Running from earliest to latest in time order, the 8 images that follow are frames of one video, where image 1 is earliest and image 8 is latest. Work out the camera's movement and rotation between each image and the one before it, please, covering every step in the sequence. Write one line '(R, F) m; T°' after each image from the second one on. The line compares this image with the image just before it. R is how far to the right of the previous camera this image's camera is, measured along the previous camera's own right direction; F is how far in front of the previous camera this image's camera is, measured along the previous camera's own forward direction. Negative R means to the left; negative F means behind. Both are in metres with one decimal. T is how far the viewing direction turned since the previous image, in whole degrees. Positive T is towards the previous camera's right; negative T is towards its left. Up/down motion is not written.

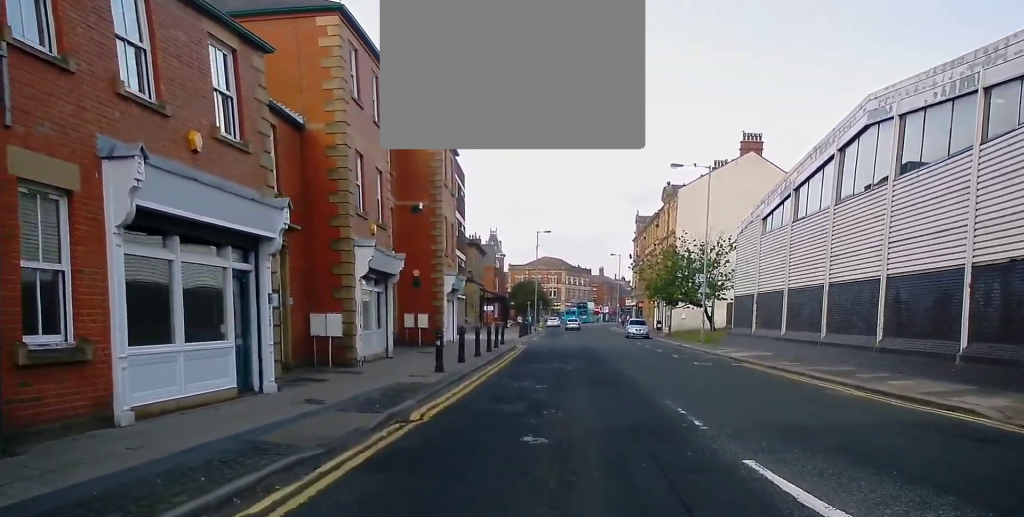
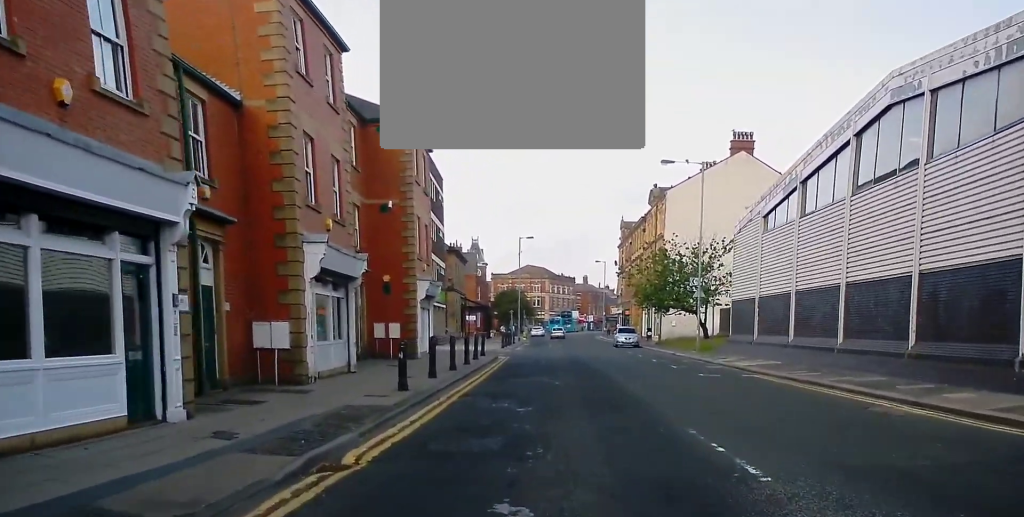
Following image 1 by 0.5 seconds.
(+0.1, +3.1) m; +3°
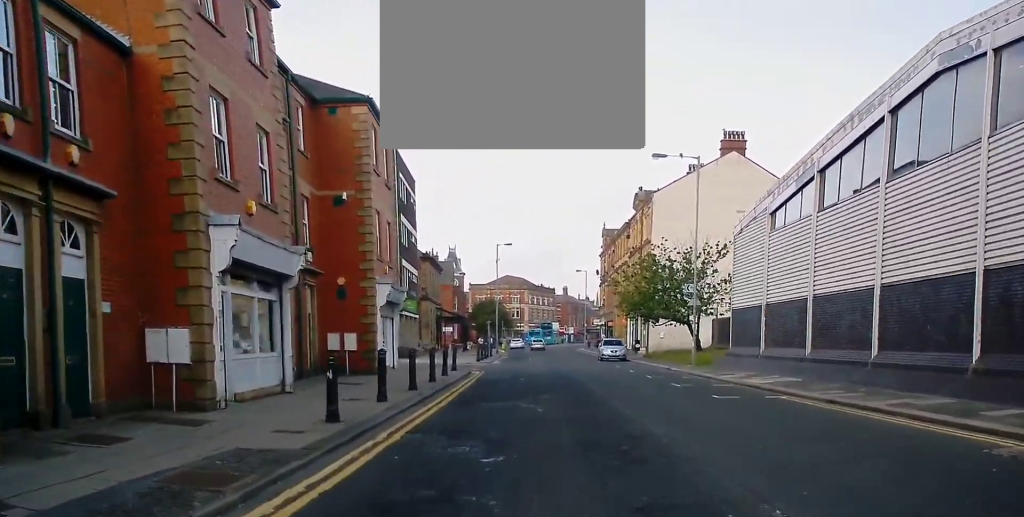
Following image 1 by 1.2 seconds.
(+0.1, +4.2) m; +1°
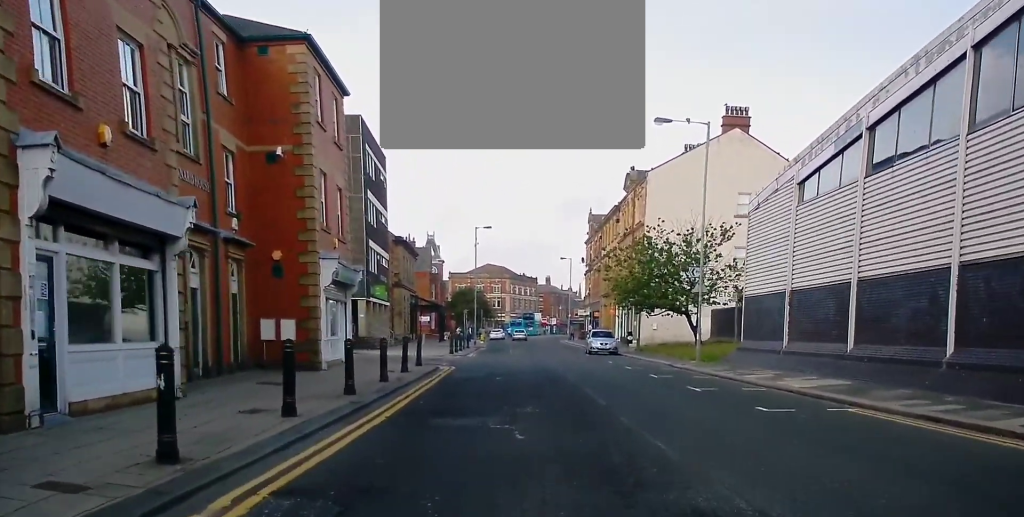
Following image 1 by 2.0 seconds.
(0.0, +5.1) m; -1°
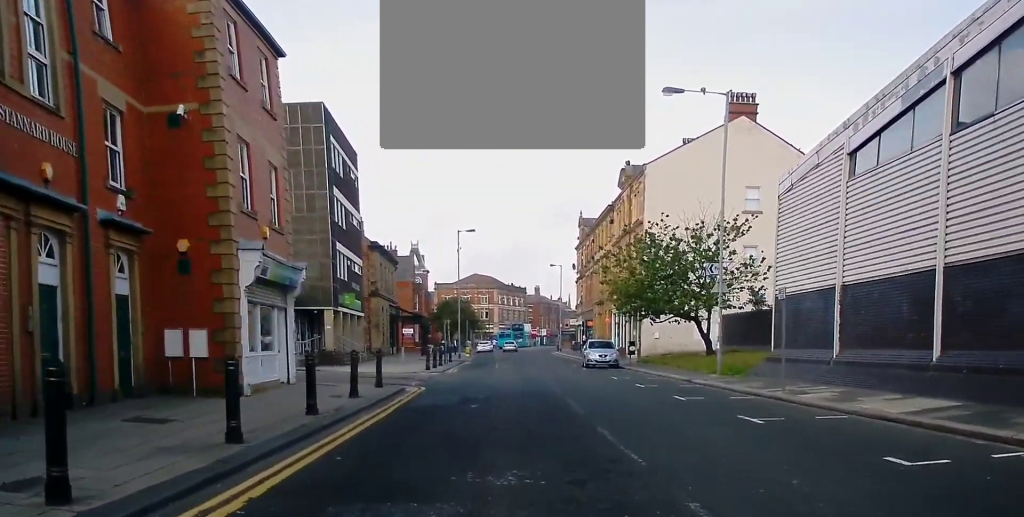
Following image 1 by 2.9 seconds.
(-0.1, +5.5) m; -1°
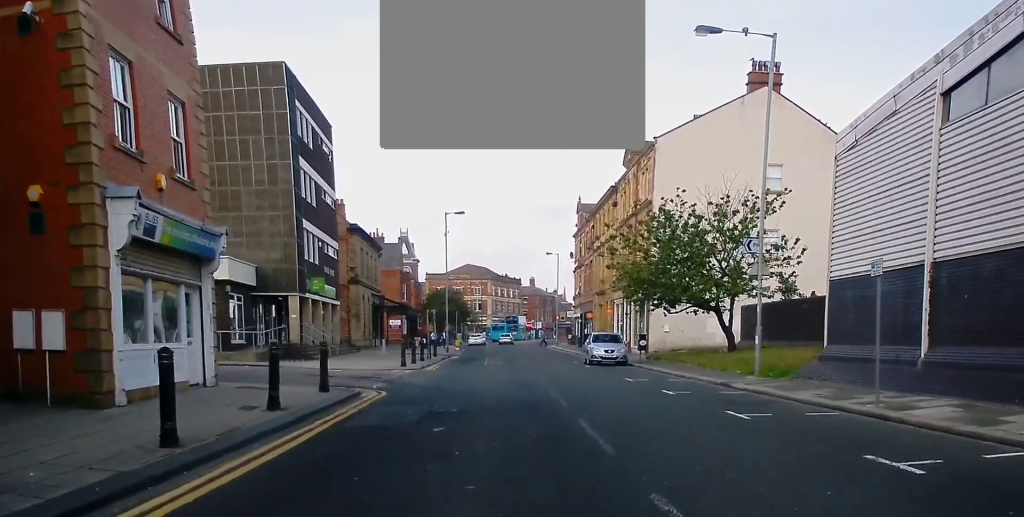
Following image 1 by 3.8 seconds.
(0.0, +5.4) m; +2°
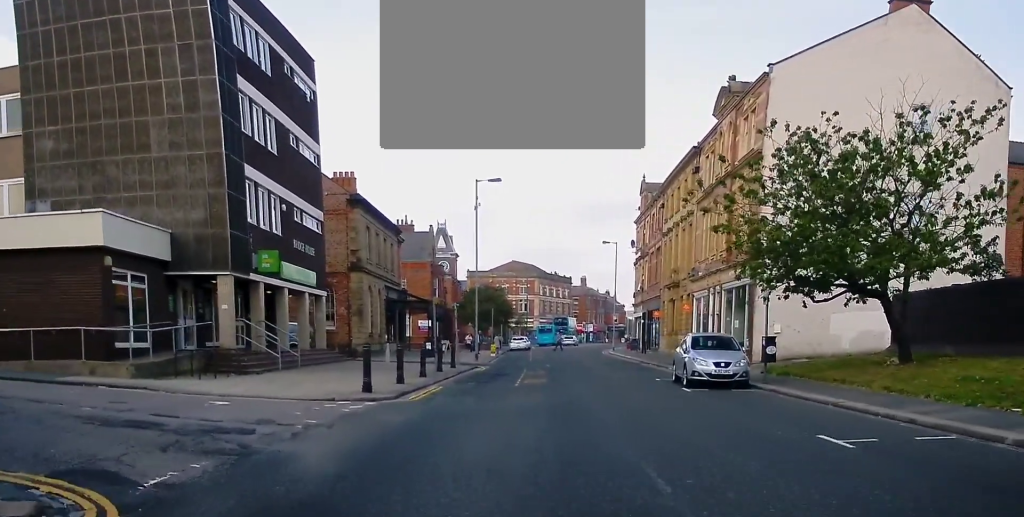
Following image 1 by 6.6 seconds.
(-0.4, +13.5) m; -3°
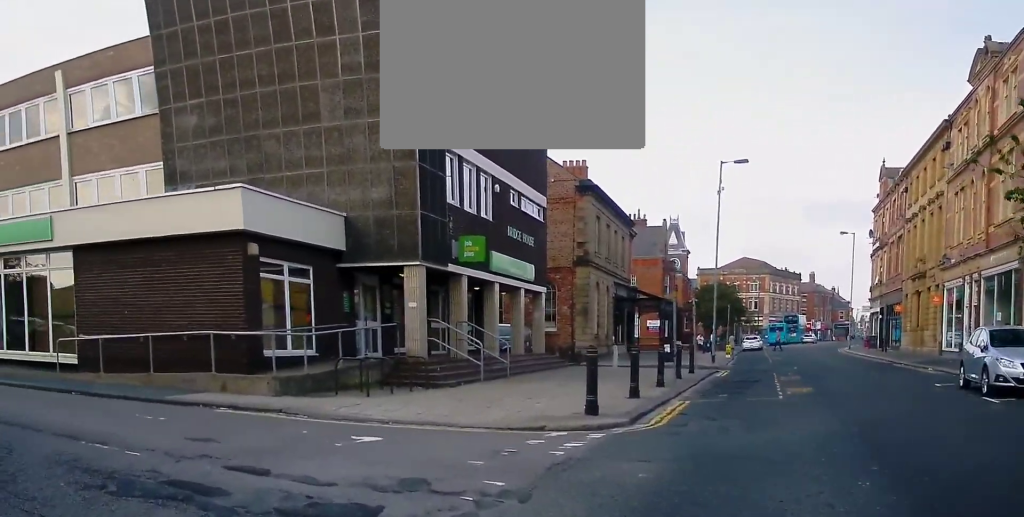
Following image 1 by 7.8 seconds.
(-0.3, +4.7) m; -19°
